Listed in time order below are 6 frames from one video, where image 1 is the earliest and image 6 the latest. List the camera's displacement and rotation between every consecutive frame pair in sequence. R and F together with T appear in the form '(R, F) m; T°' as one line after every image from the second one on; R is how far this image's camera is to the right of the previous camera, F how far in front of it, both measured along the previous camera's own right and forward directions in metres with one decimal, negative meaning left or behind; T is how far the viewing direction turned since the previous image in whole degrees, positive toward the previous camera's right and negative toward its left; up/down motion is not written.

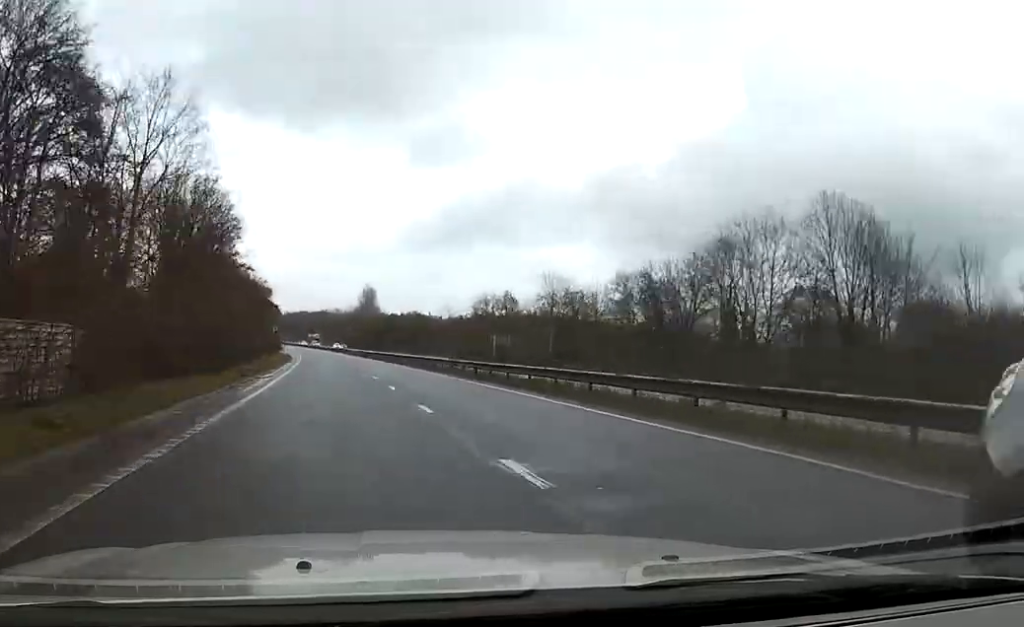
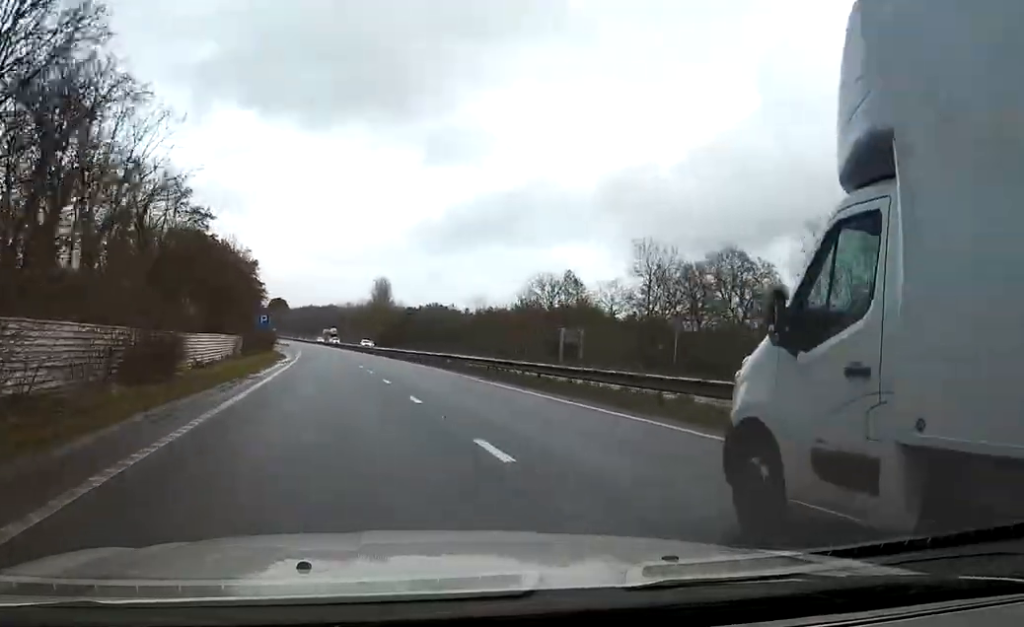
(-0.1, +23.8) m; 0°
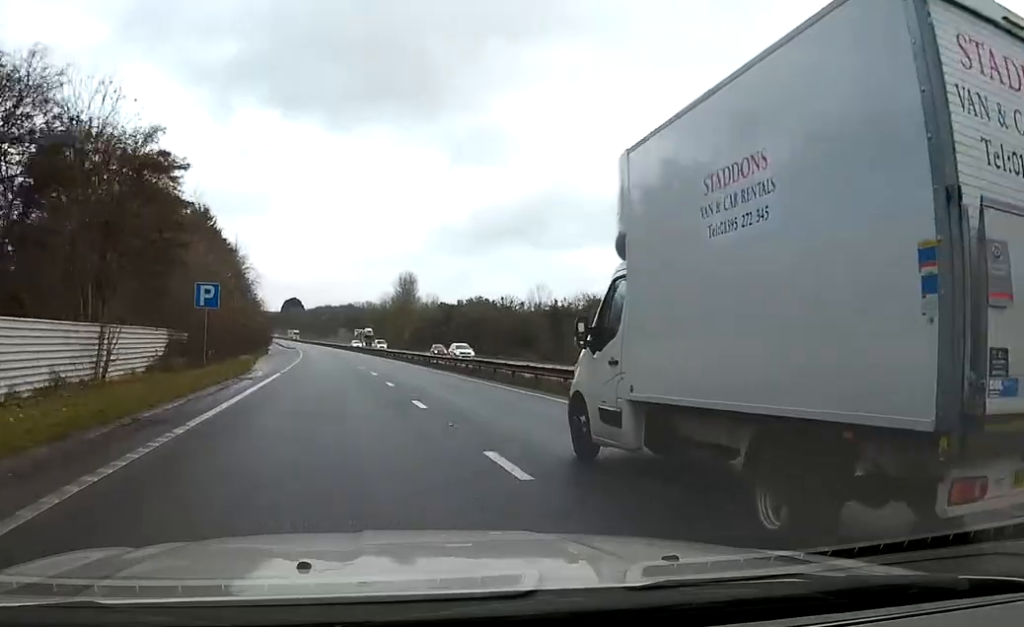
(0.0, +34.8) m; -1°
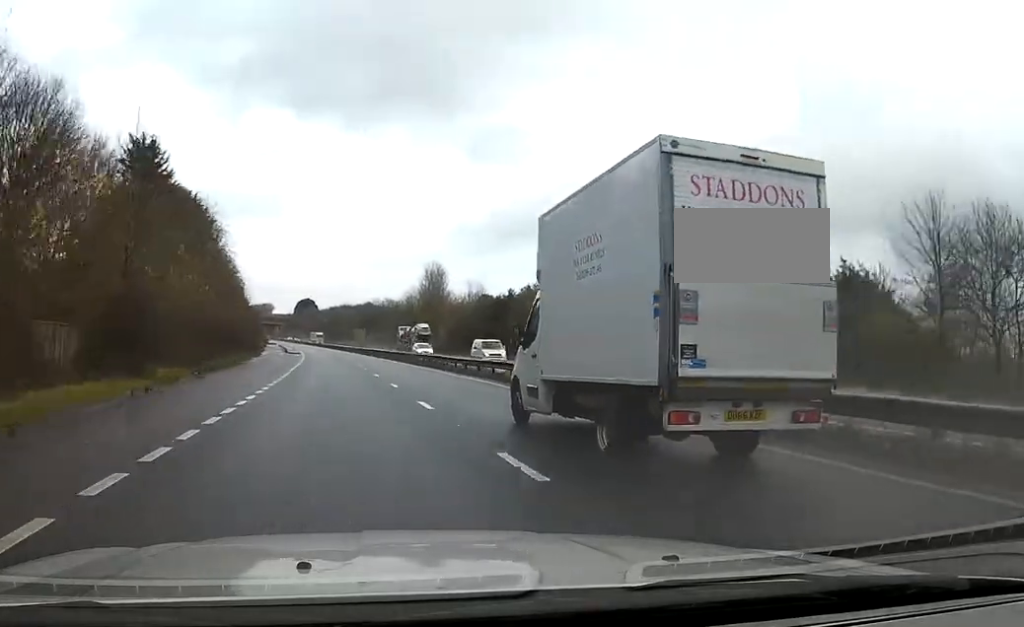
(-0.9, +34.0) m; -1°
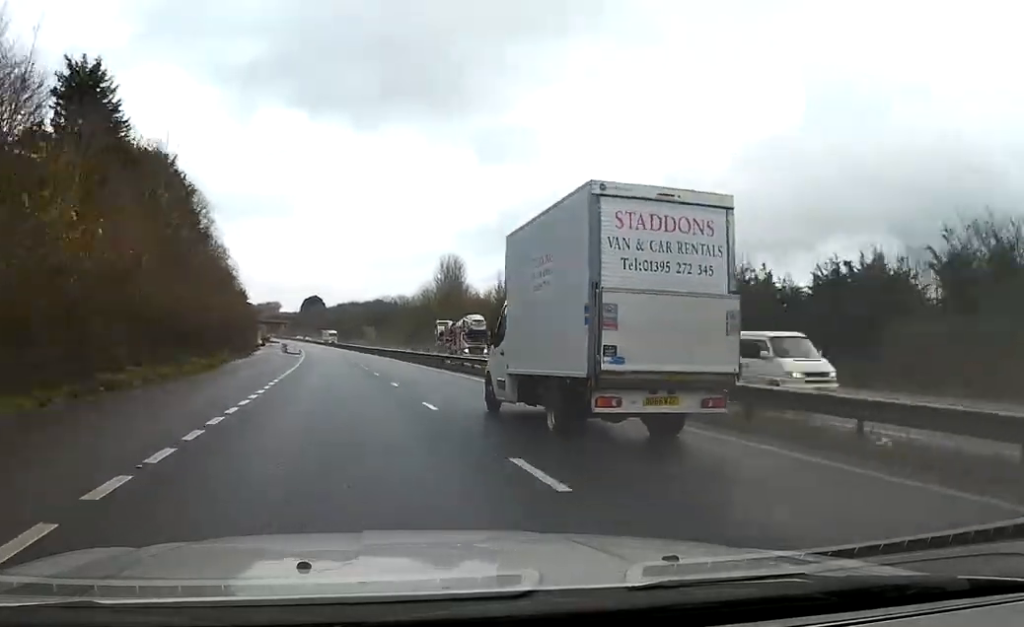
(+0.2, +17.5) m; 0°
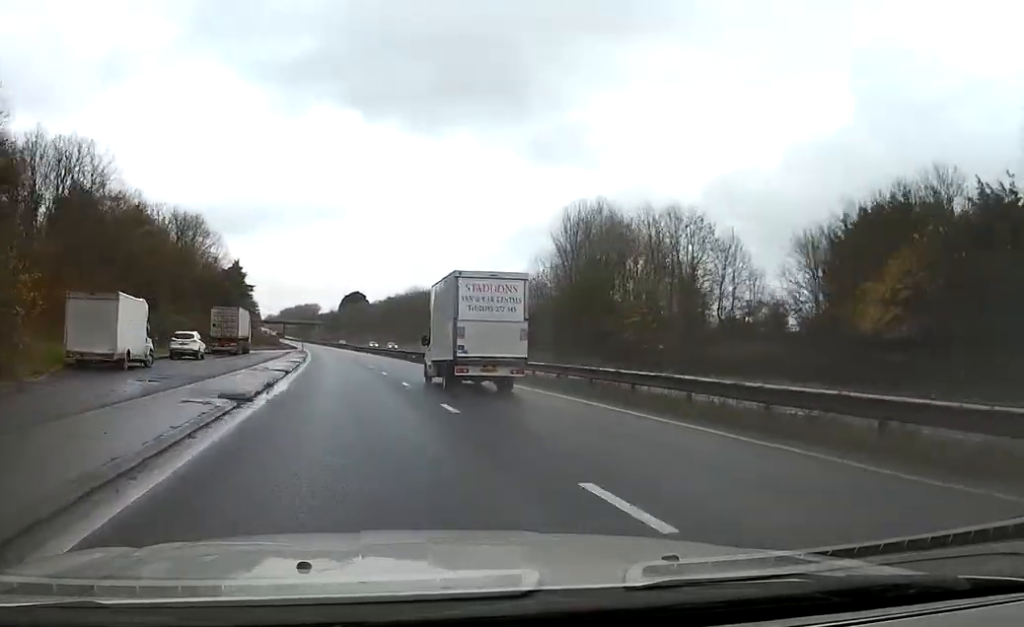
(-2.8, +86.5) m; -3°
